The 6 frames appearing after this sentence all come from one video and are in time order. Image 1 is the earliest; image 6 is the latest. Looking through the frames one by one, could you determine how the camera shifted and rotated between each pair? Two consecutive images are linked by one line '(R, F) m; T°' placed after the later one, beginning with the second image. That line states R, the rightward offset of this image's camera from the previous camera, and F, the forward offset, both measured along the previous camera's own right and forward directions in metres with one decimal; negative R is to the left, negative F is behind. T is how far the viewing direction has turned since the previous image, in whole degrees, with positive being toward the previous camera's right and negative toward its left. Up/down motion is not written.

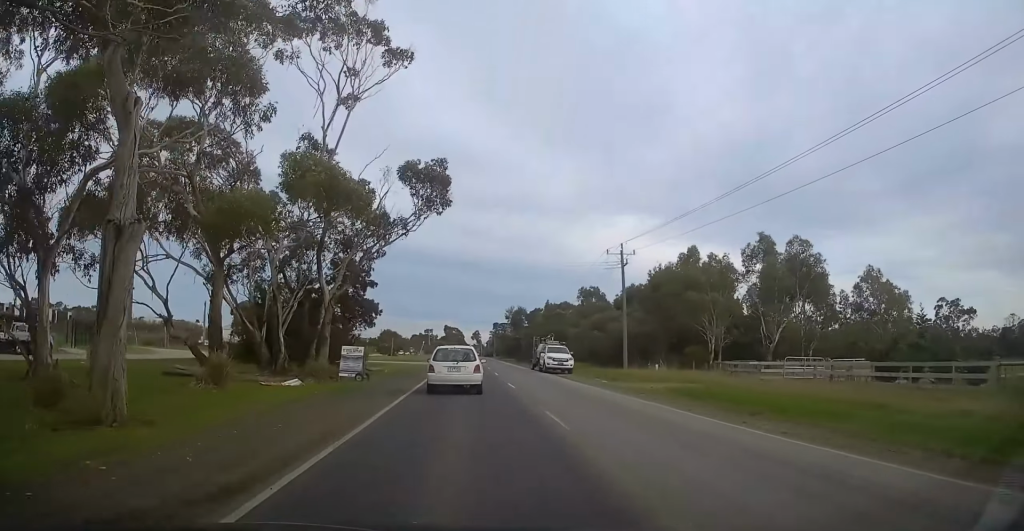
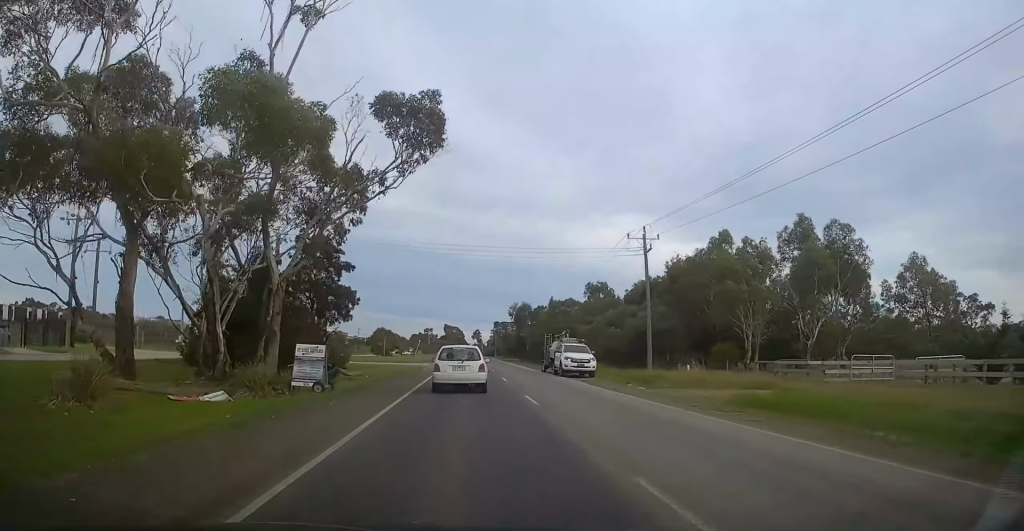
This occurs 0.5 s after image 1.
(0.0, +7.0) m; 0°
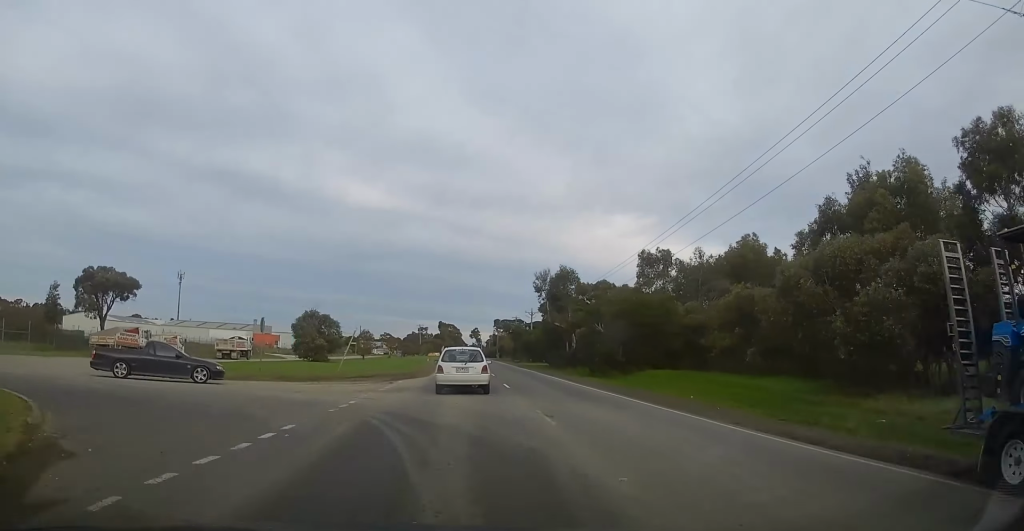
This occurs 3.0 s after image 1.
(0.0, +38.6) m; 0°
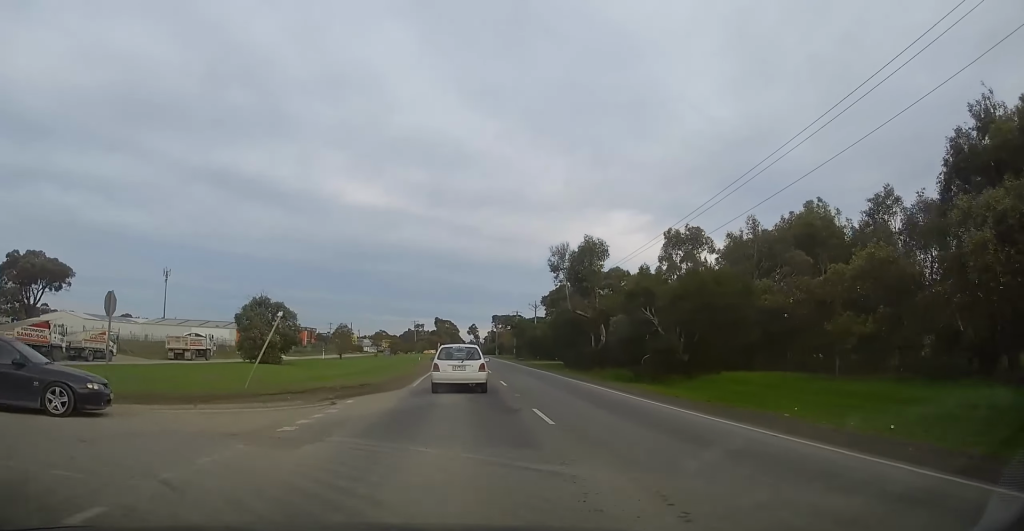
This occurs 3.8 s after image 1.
(0.0, +11.6) m; 0°
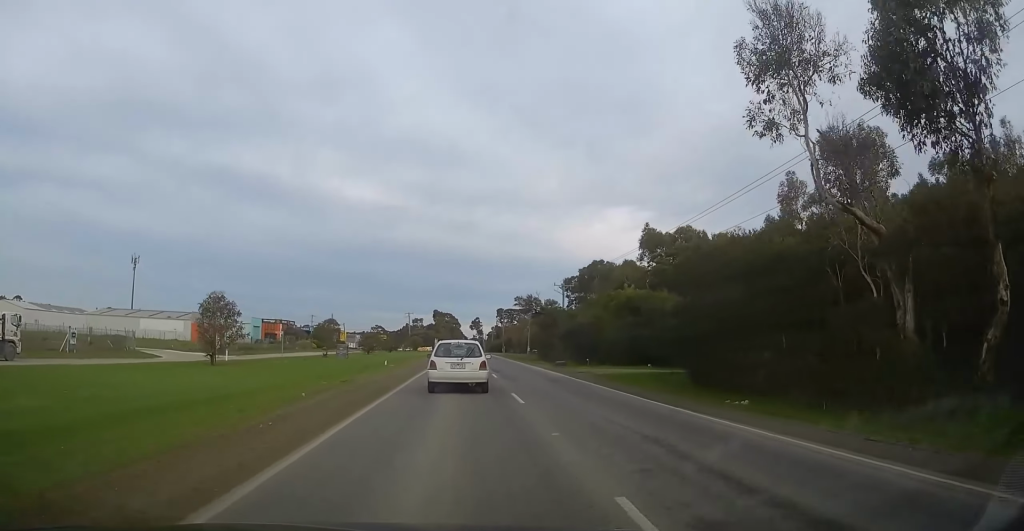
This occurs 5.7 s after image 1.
(0.0, +31.9) m; 0°
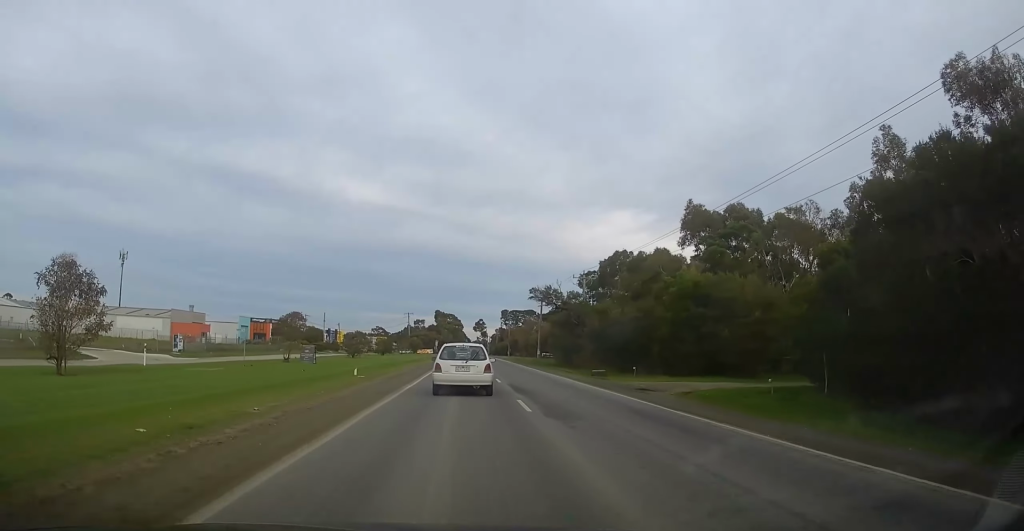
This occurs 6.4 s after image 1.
(0.0, +12.8) m; 0°
